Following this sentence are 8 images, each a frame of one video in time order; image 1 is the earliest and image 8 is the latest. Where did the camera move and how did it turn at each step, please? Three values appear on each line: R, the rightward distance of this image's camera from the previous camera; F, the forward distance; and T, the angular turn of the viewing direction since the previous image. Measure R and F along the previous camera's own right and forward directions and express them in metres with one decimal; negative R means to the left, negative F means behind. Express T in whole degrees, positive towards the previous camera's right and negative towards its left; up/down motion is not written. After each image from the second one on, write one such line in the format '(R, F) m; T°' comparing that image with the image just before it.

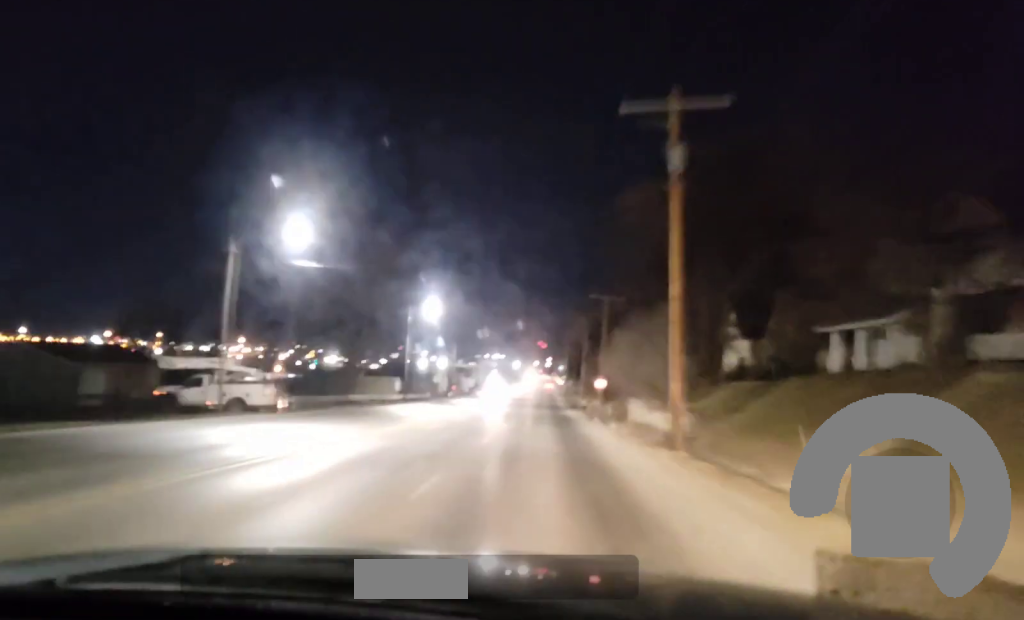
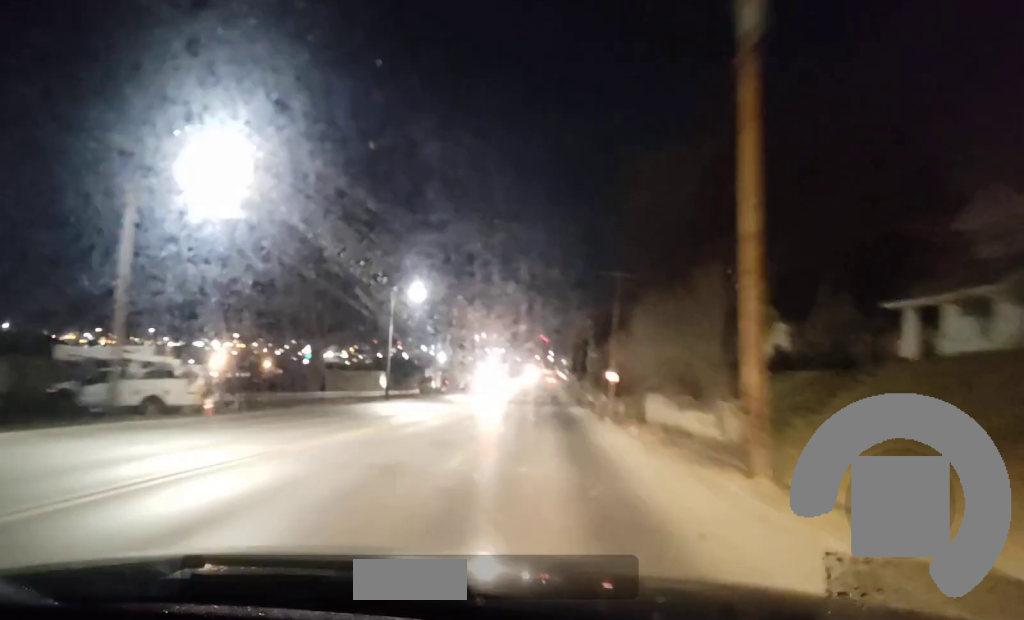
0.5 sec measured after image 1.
(0.0, +8.1) m; 0°
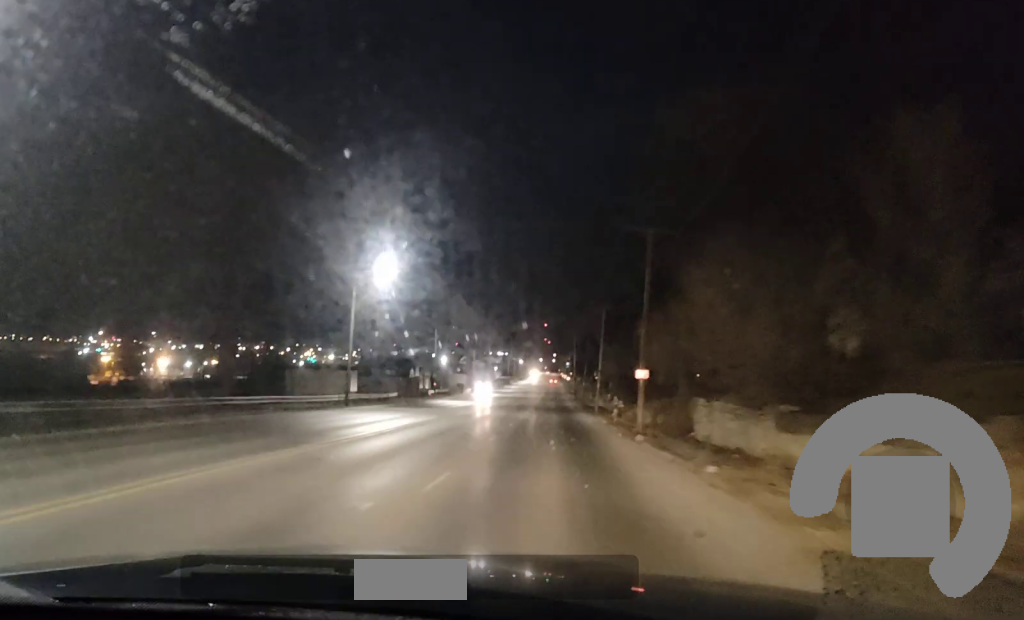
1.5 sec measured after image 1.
(-0.1, +14.6) m; -1°
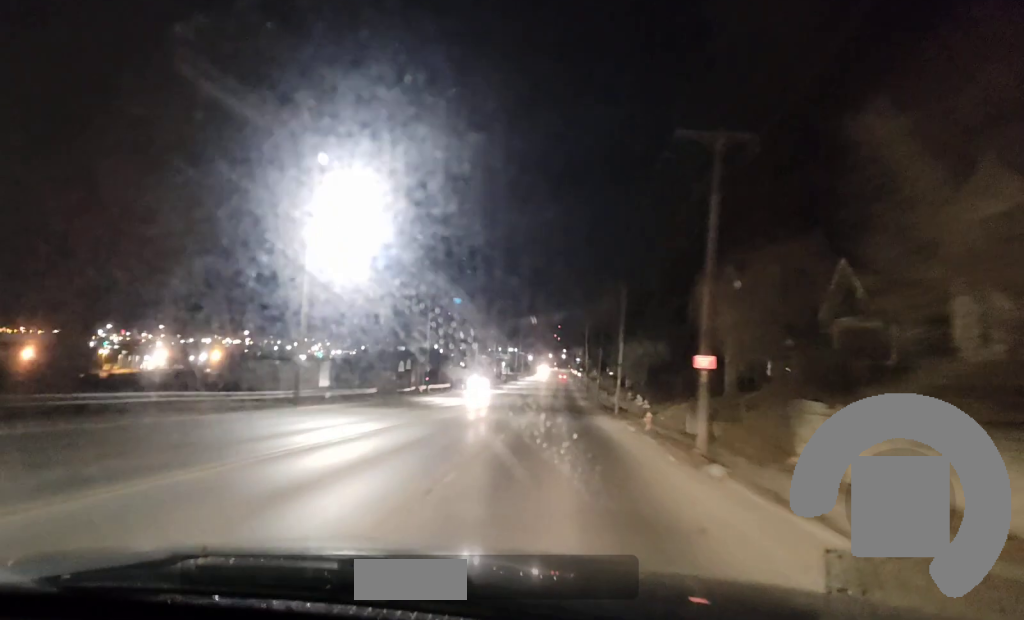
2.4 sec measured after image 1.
(0.0, +13.0) m; 0°
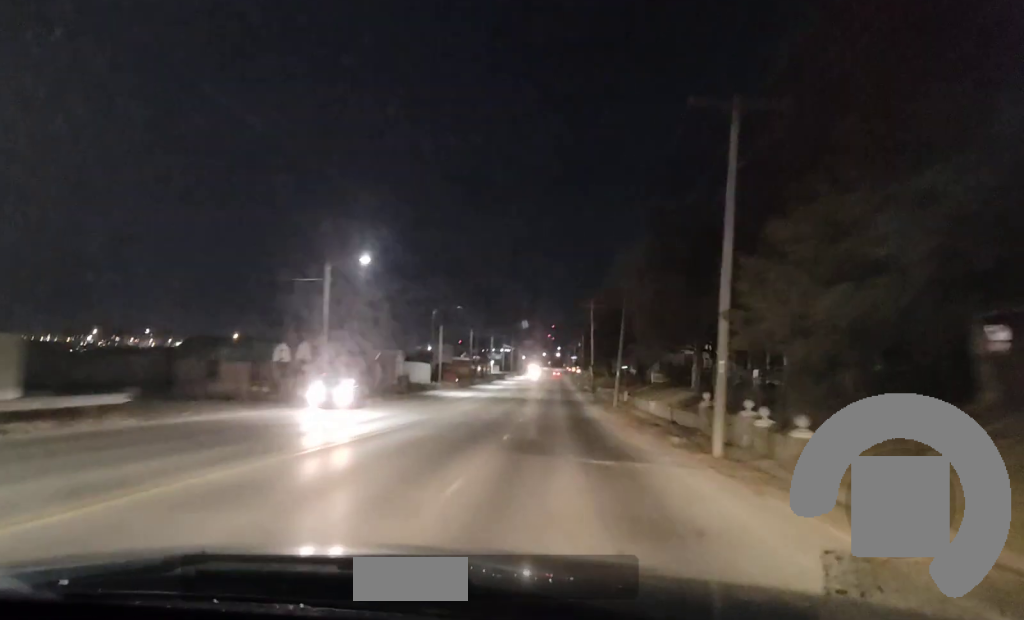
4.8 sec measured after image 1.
(-0.4, +37.2) m; -1°
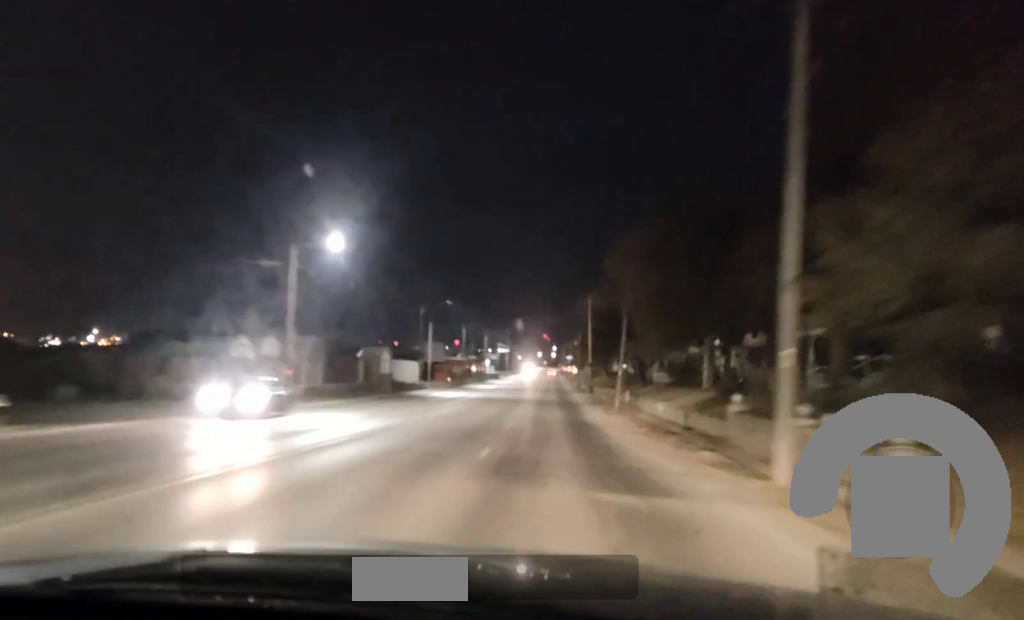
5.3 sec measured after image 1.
(0.0, +6.8) m; 0°
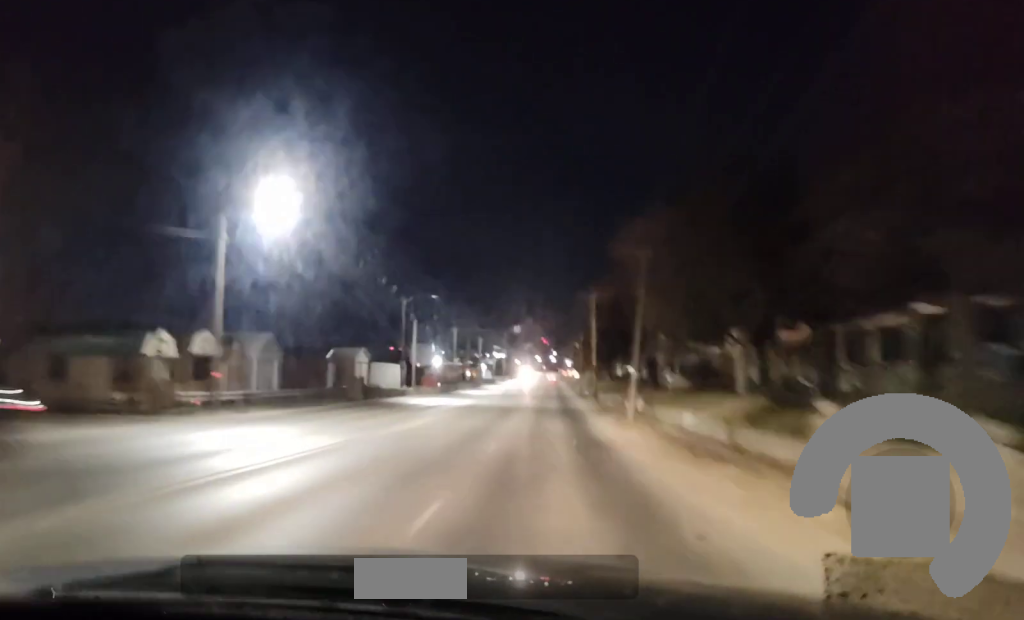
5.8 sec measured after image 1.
(+0.1, +8.5) m; 0°
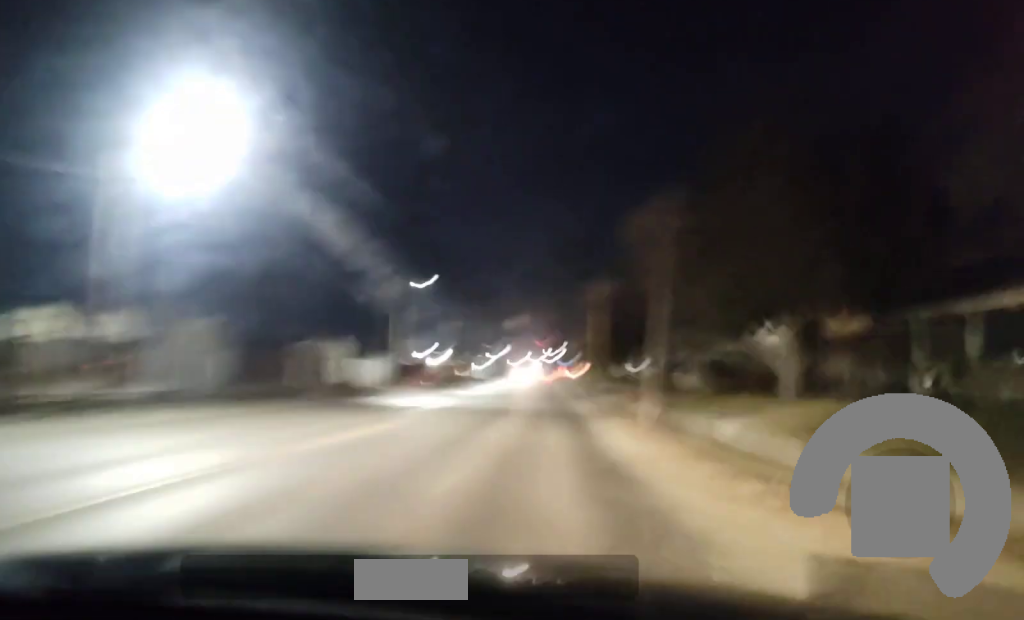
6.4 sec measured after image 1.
(0.0, +9.4) m; 0°
